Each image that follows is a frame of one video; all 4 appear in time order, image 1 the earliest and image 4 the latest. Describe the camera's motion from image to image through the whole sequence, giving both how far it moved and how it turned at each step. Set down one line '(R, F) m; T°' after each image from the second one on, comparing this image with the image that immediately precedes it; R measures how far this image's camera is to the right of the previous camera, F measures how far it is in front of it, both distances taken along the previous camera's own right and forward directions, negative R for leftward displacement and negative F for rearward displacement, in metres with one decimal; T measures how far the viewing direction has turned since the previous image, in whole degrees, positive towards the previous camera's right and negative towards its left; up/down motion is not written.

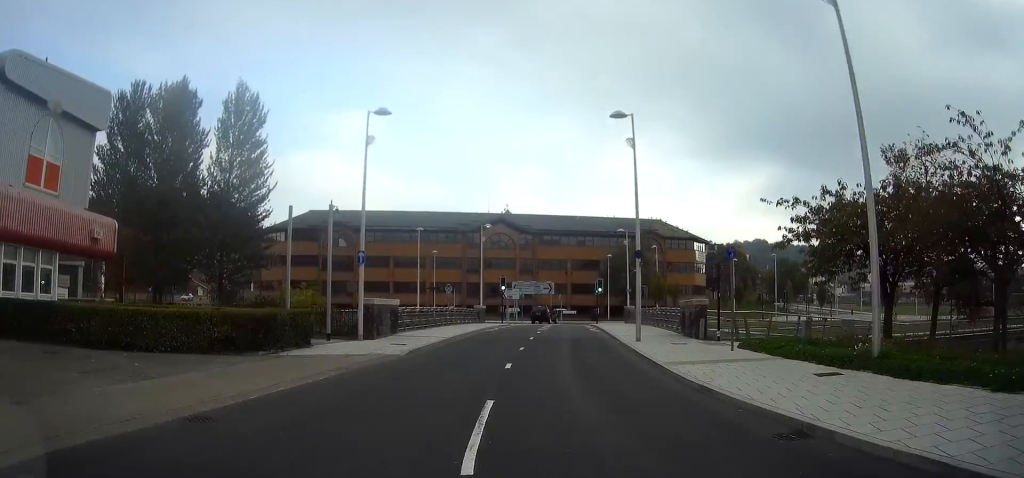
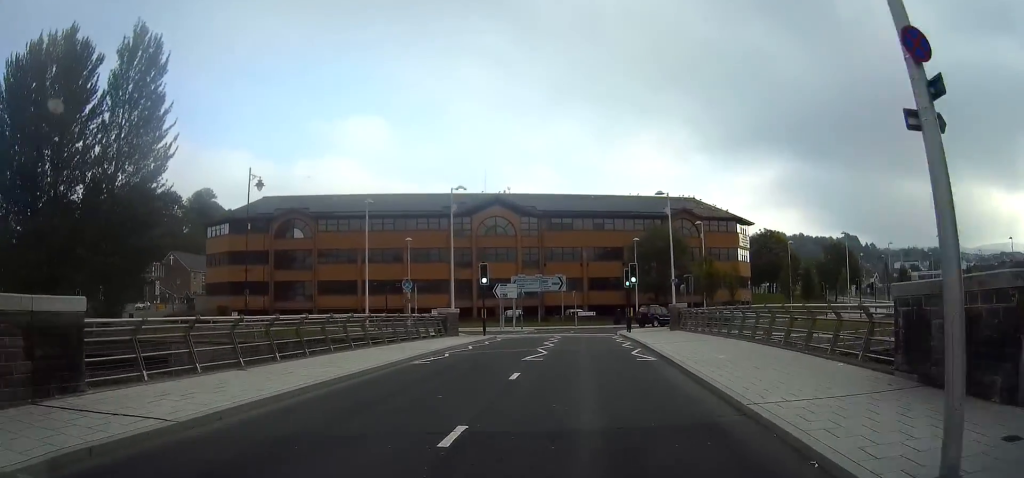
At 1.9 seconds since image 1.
(-1.8, +18.8) m; -10°
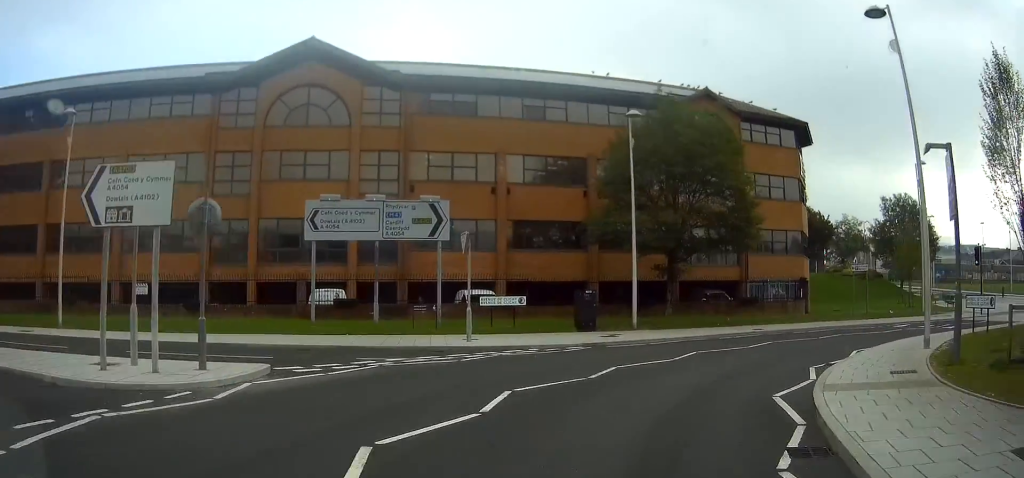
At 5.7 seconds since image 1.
(+2.6, +39.3) m; +17°
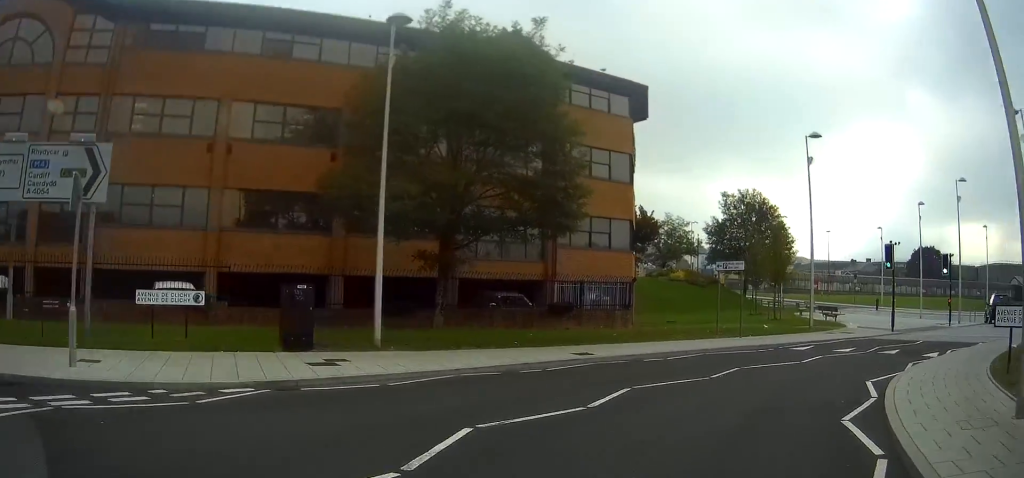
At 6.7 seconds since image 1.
(+1.1, +9.1) m; +11°
